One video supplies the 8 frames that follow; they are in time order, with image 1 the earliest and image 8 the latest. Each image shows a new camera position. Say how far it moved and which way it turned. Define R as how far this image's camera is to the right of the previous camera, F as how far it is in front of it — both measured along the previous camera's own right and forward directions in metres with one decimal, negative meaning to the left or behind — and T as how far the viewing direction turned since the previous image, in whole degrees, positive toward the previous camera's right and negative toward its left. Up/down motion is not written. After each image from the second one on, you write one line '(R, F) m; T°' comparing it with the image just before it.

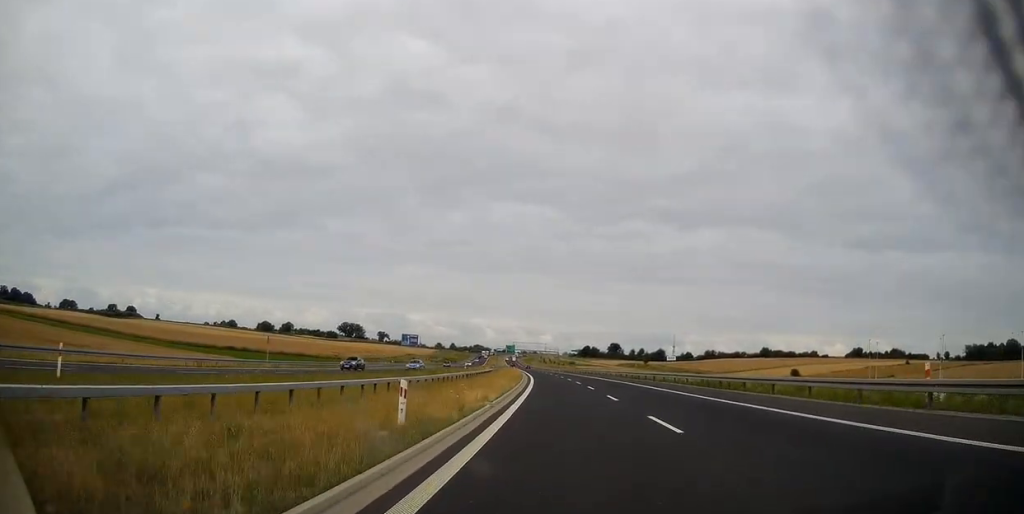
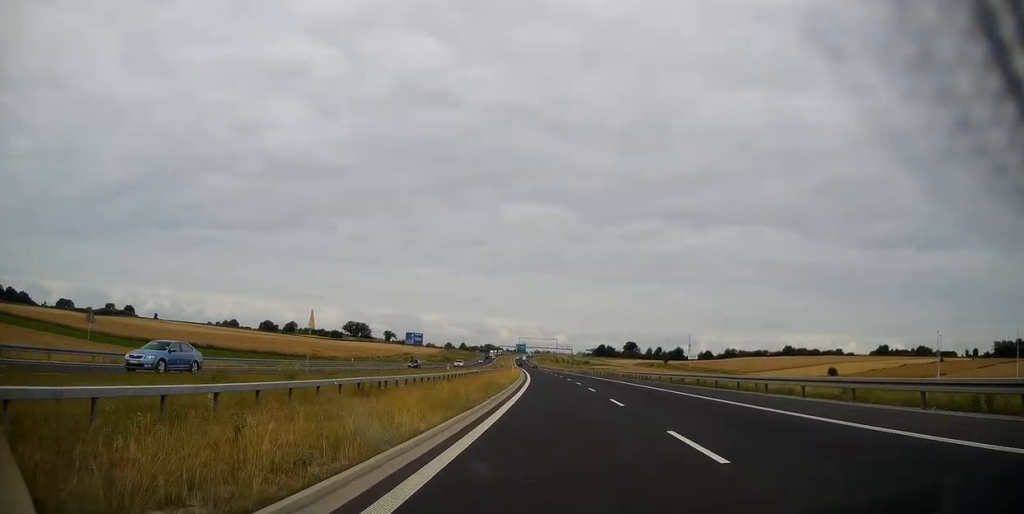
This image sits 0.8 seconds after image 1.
(-0.4, +28.0) m; -2°
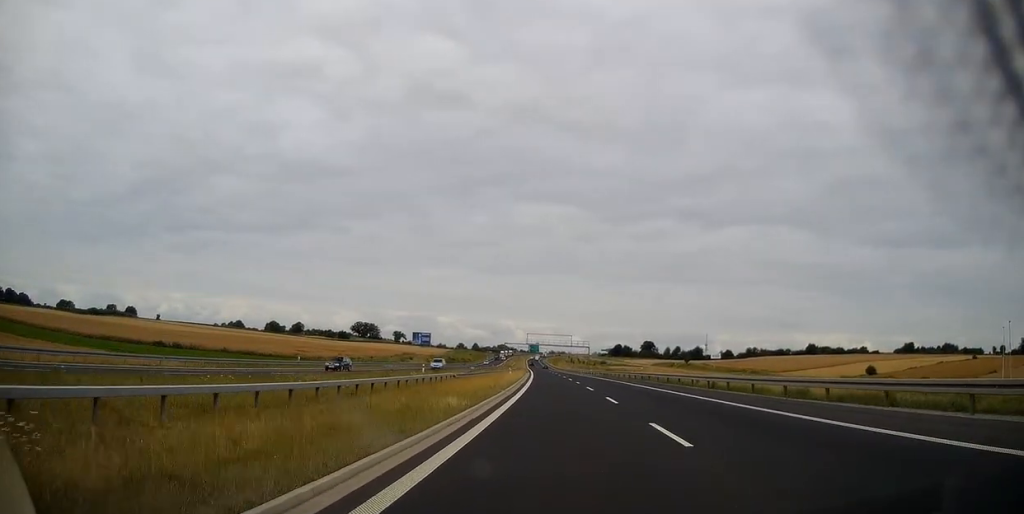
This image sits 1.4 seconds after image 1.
(-0.2, +22.1) m; -1°
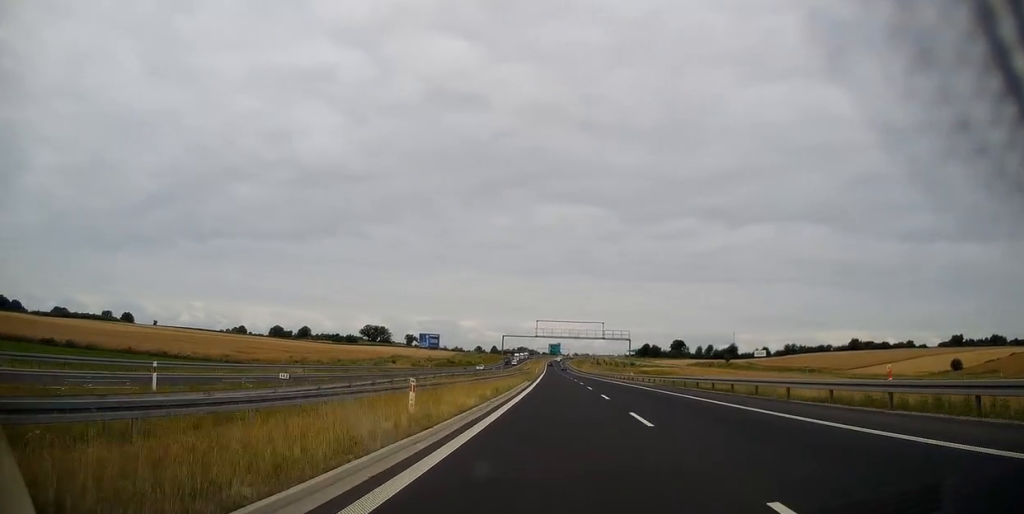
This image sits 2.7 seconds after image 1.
(-1.0, +44.1) m; -2°
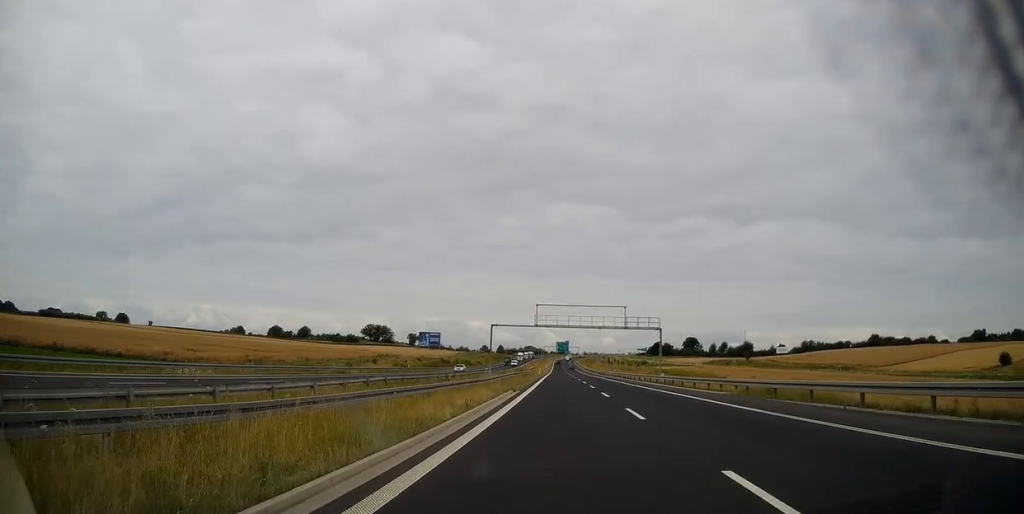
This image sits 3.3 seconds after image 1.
(-0.2, +22.0) m; -1°
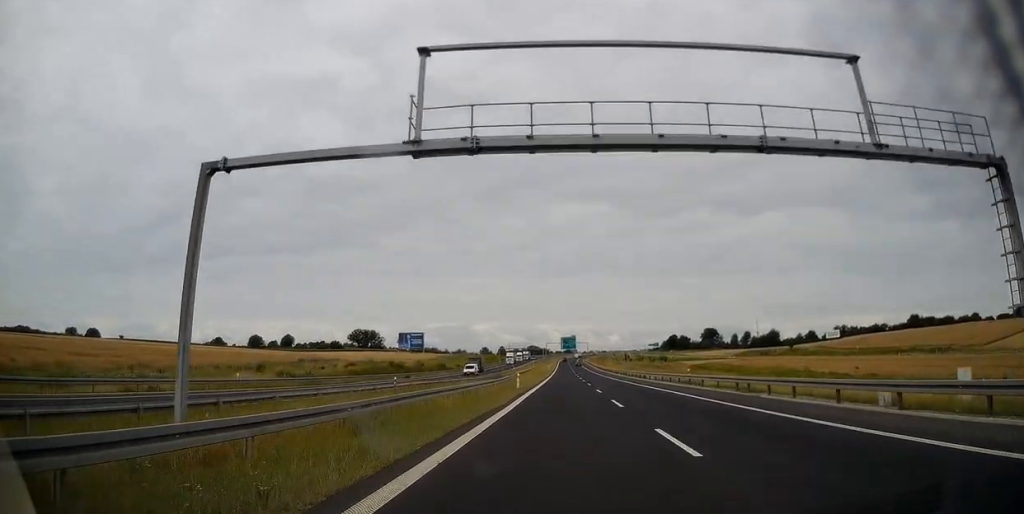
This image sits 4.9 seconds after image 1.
(-0.4, +54.5) m; -1°
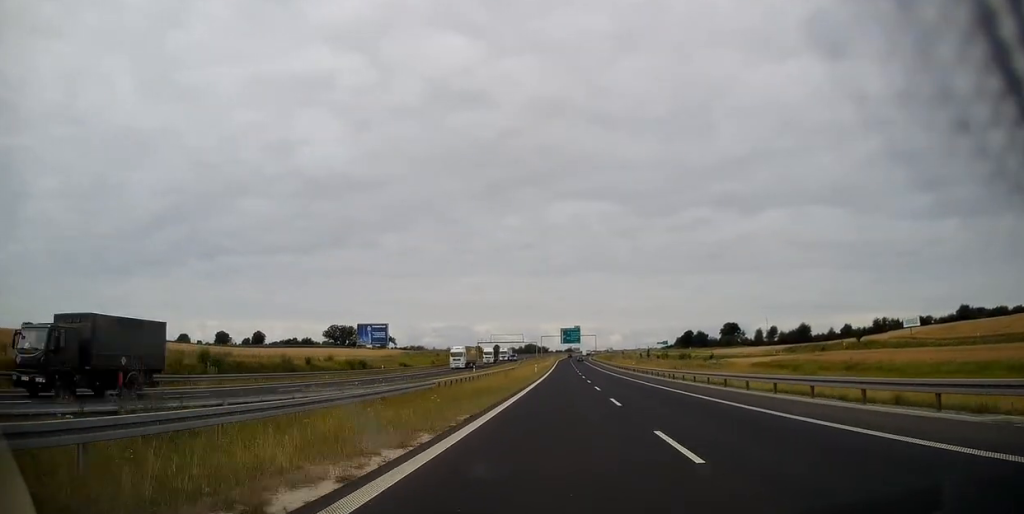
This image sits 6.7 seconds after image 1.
(-0.4, +62.6) m; 0°
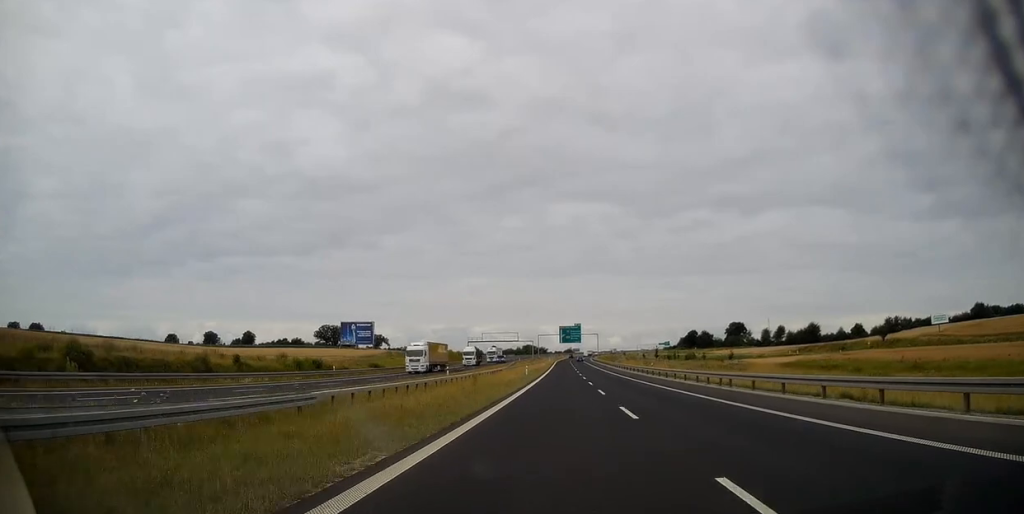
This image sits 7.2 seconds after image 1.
(-0.2, +17.3) m; 0°
